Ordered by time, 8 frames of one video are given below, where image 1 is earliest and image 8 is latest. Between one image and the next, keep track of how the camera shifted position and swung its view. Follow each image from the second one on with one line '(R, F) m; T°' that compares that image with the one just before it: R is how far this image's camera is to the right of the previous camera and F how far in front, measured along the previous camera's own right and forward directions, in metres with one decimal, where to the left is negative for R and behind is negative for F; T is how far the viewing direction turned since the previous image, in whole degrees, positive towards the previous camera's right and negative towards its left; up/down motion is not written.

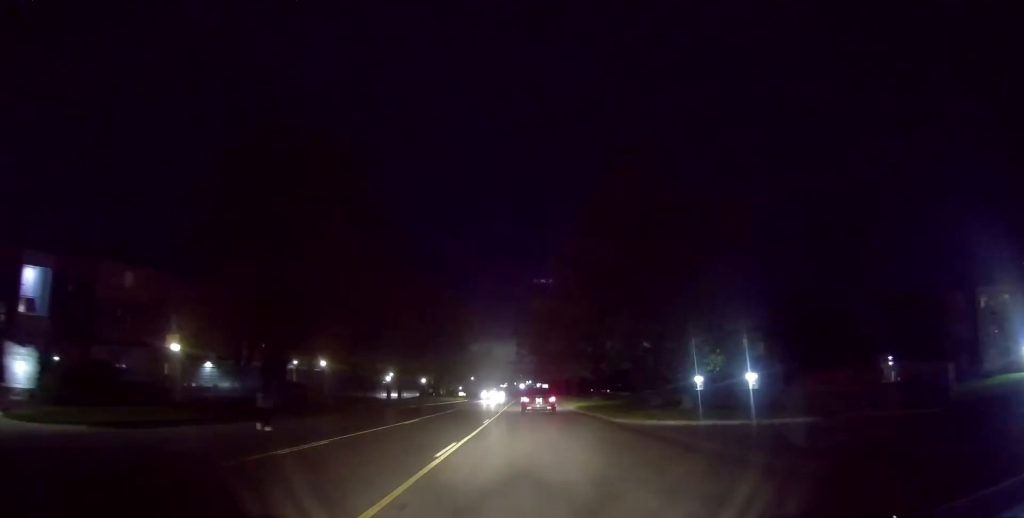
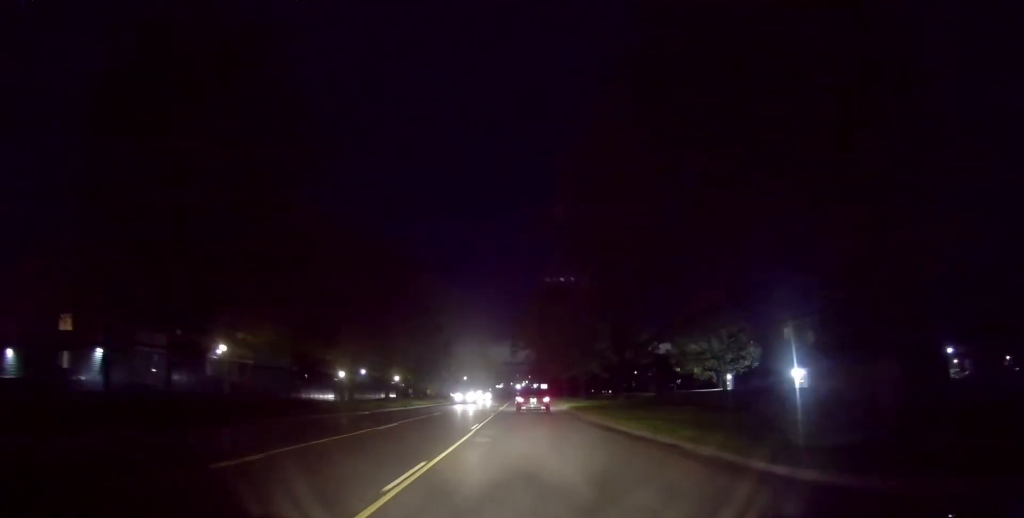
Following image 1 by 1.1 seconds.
(+0.7, +15.8) m; +1°
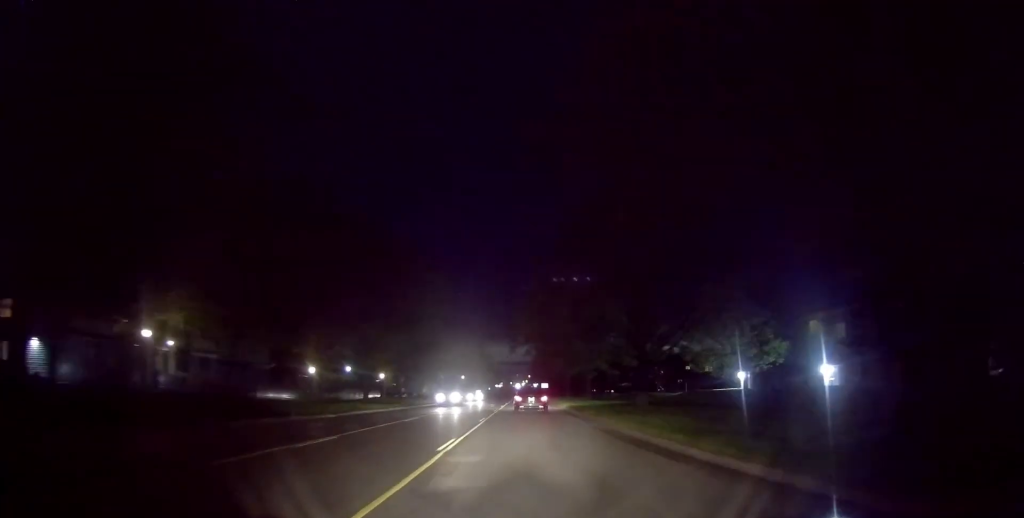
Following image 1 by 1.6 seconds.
(-0.2, +7.3) m; -1°
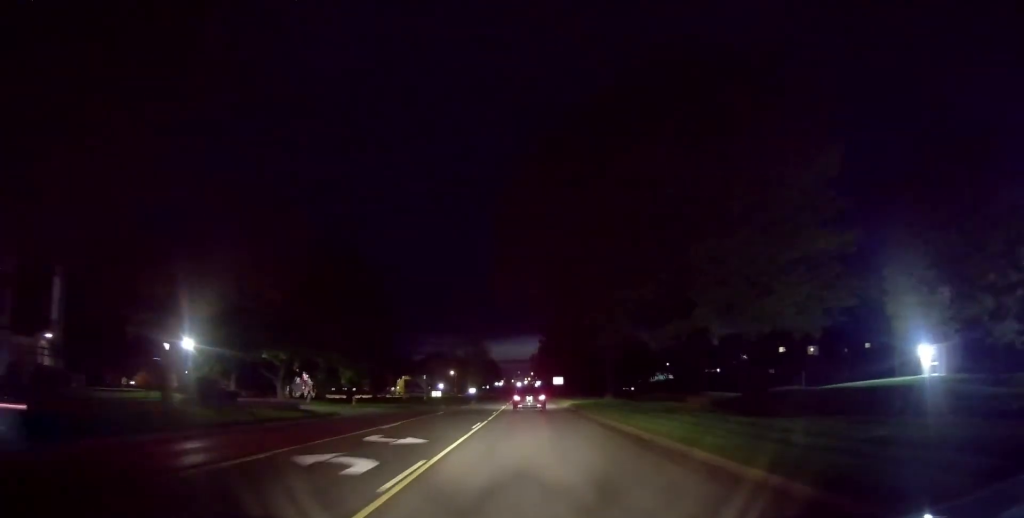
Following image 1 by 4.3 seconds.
(+0.8, +40.9) m; 0°
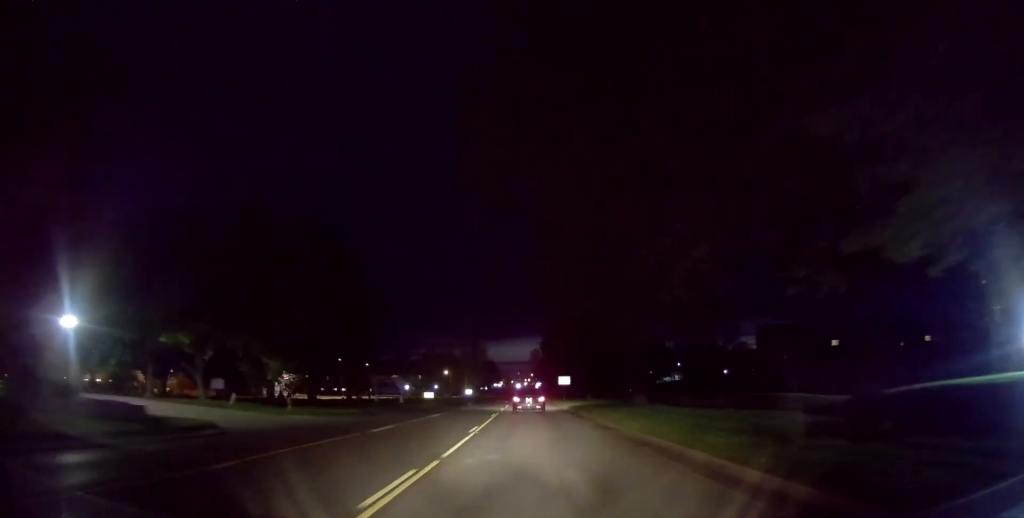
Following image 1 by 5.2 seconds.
(-0.2, +13.2) m; -1°
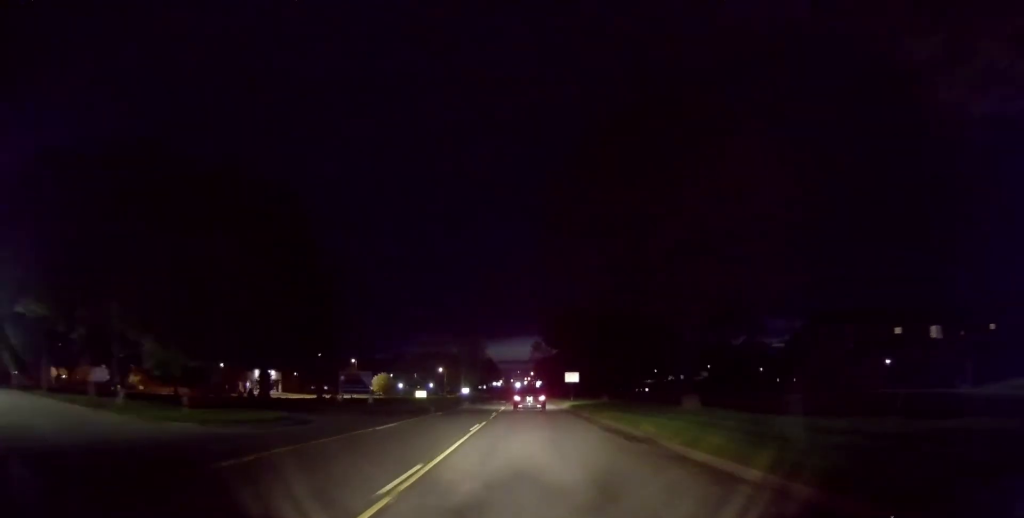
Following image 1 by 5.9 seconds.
(0.0, +11.3) m; 0°
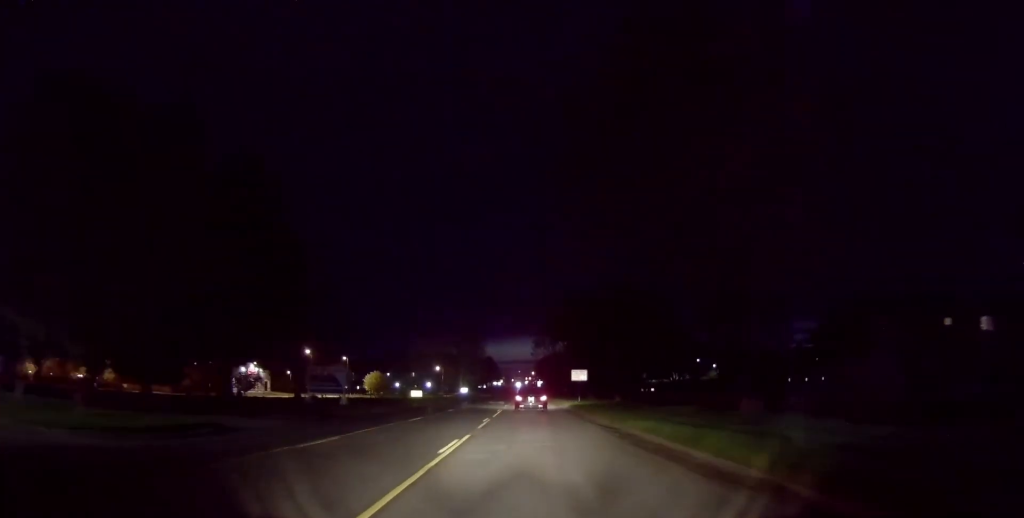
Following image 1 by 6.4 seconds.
(0.0, +7.2) m; 0°
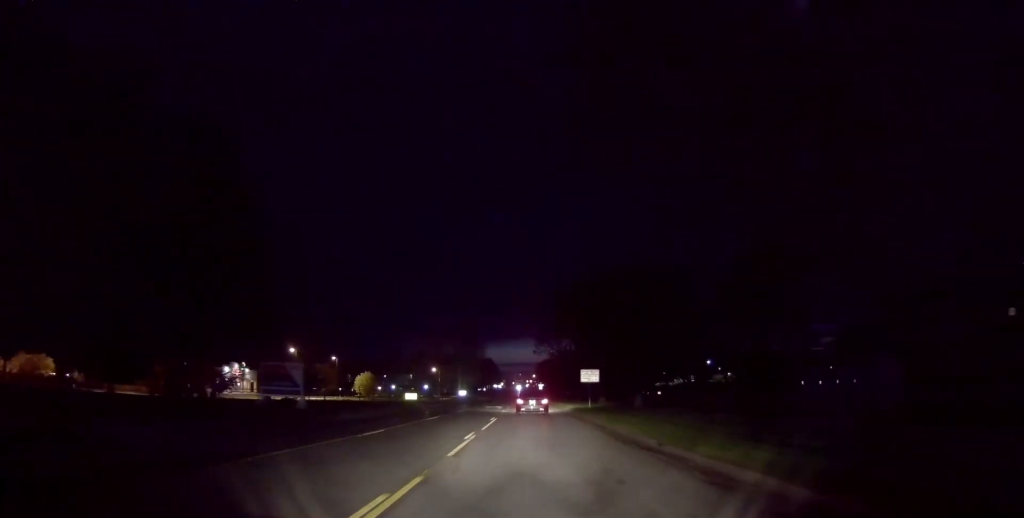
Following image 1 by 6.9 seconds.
(0.0, +7.7) m; 0°
